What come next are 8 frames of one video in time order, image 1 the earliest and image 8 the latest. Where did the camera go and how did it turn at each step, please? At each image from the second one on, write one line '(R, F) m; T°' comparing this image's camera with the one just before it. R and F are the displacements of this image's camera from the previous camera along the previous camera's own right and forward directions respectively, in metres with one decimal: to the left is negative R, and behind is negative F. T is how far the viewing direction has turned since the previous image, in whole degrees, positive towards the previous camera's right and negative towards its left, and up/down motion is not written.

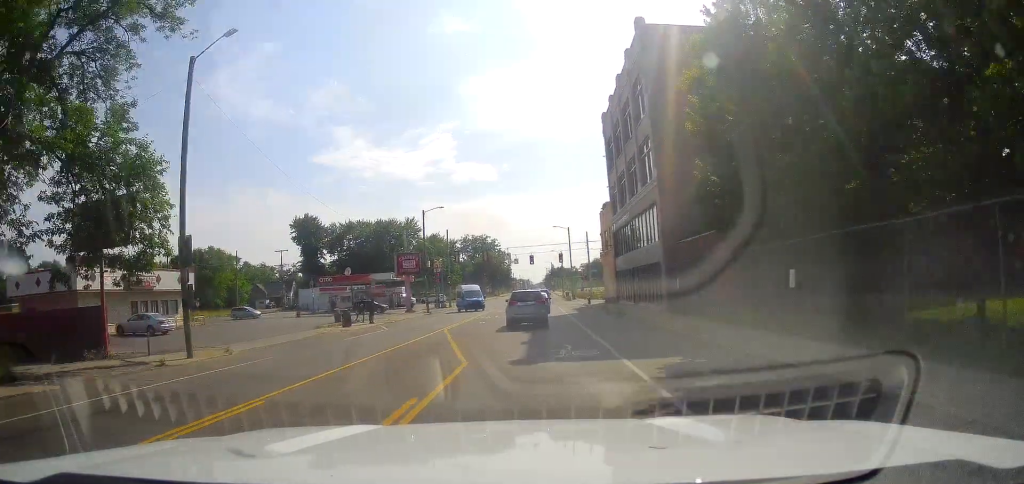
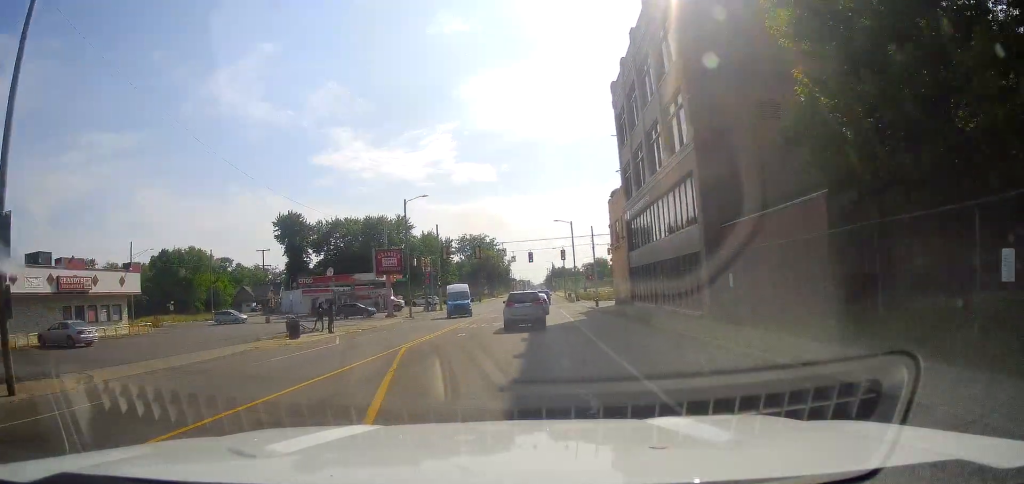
(0.0, +8.3) m; +2°
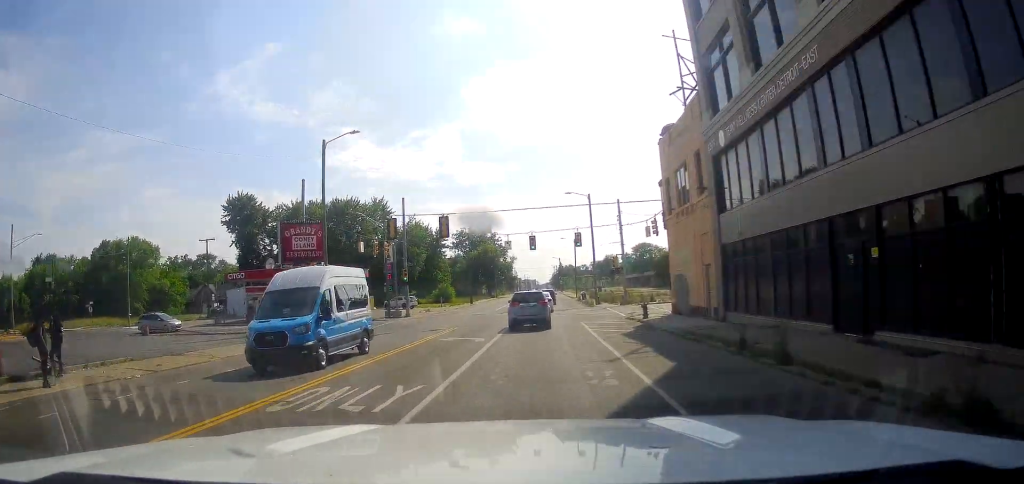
(+1.7, +21.9) m; +3°
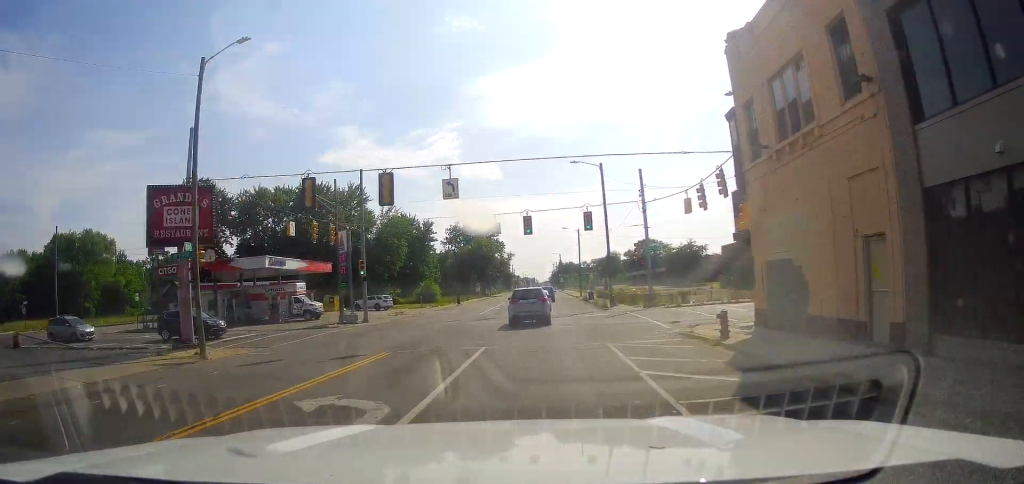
(-0.7, +13.2) m; -4°
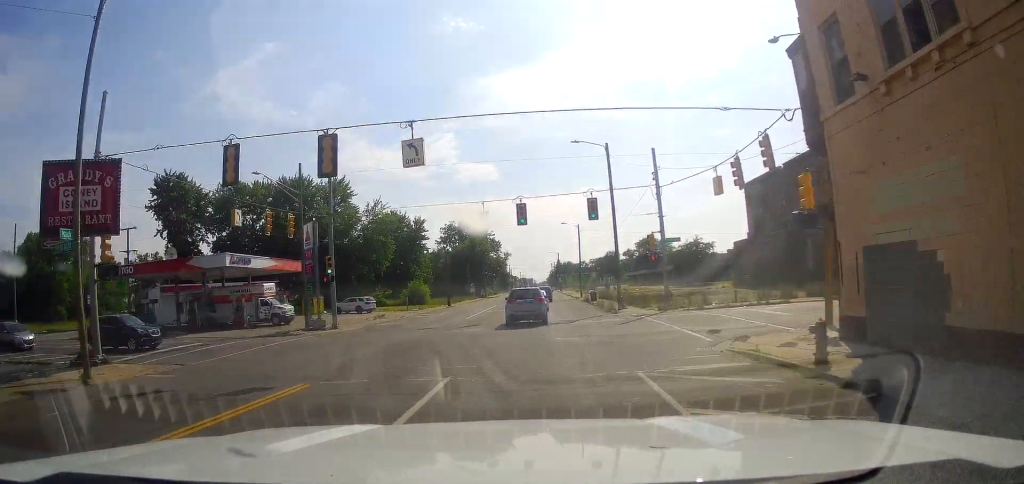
(-0.1, +6.2) m; 0°
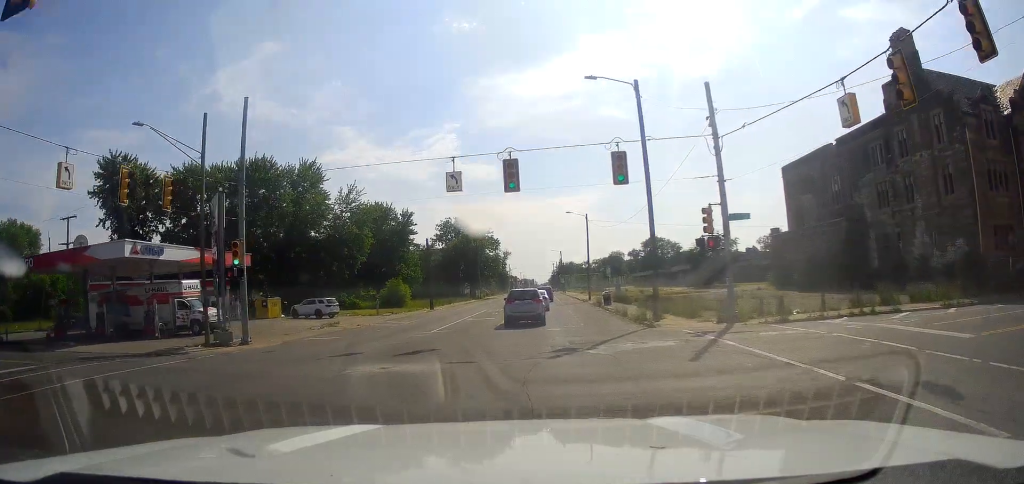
(-0.1, +11.9) m; 0°
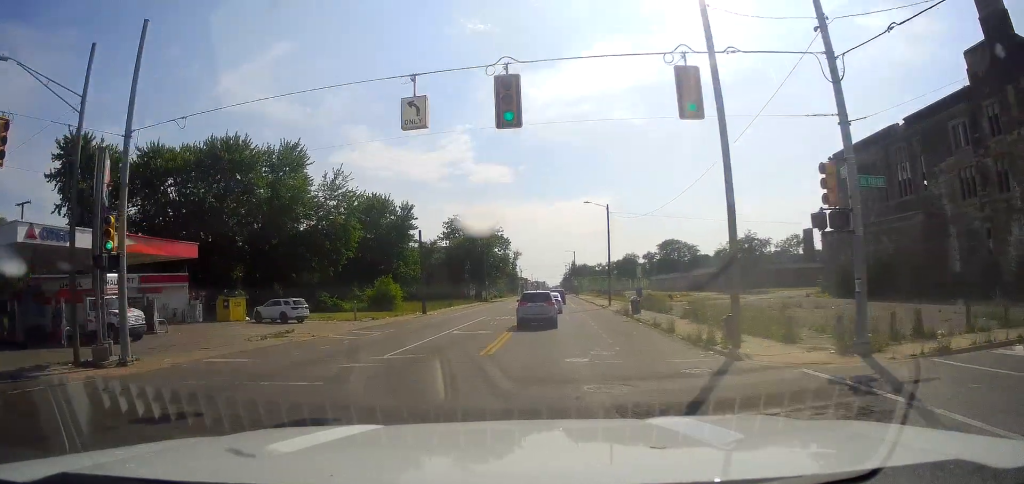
(+0.2, +9.2) m; 0°
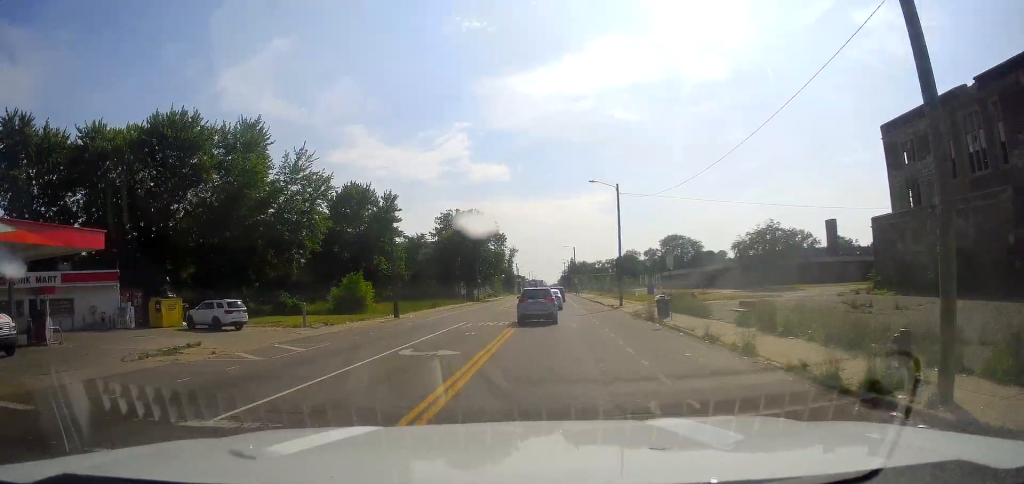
(-0.2, +9.3) m; -1°
